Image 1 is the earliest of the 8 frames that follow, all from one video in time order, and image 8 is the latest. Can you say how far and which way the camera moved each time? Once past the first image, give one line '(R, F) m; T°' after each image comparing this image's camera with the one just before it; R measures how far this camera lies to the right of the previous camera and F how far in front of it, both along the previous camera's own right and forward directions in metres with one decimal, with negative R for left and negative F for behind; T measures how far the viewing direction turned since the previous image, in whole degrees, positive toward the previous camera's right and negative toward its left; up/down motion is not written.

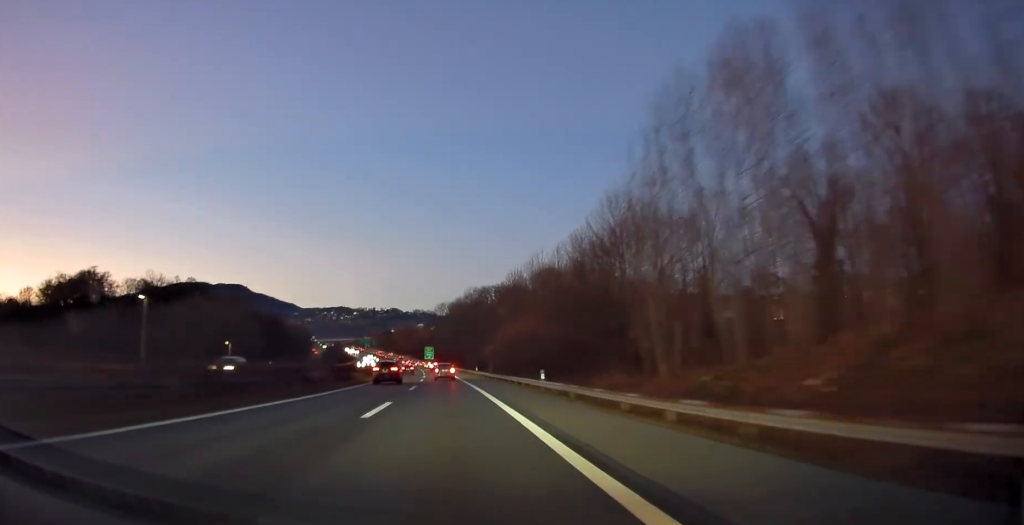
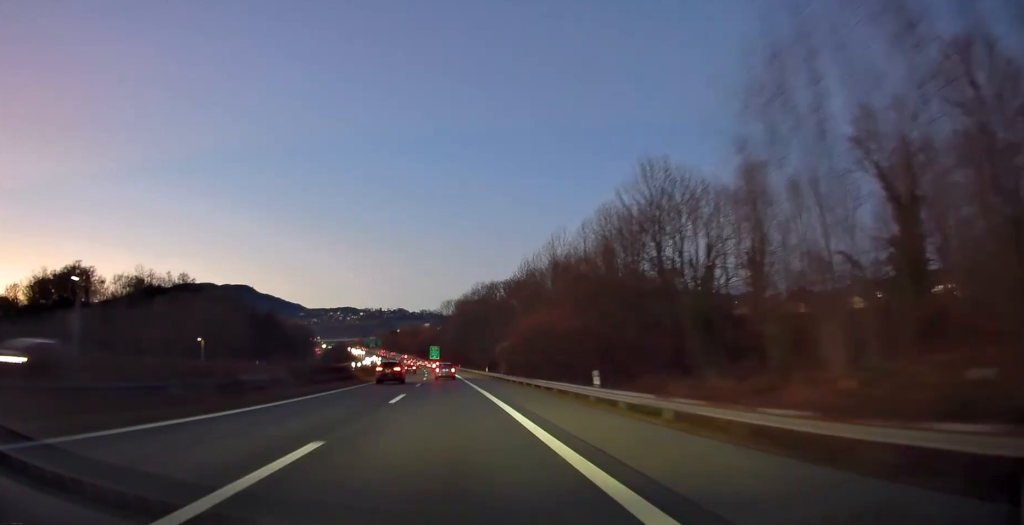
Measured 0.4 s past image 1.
(-0.2, +11.1) m; -1°
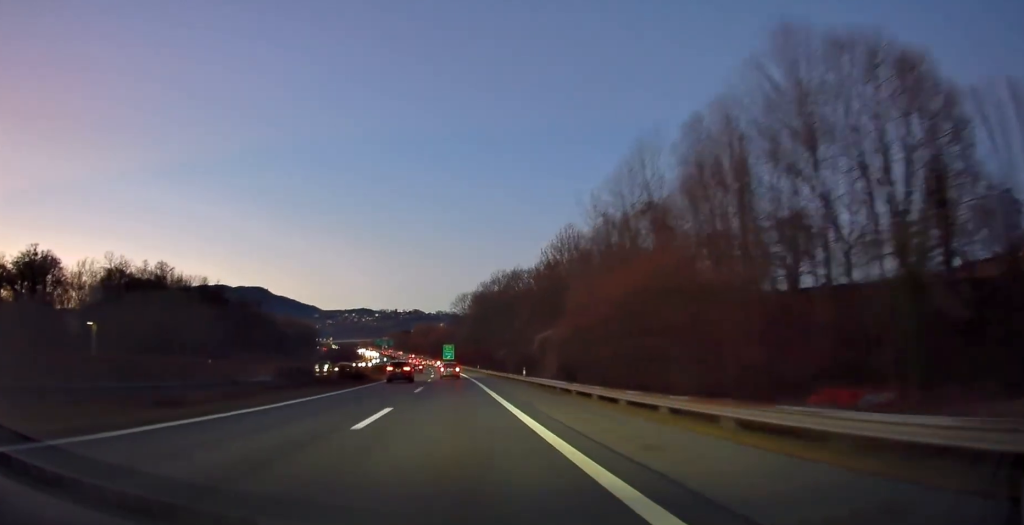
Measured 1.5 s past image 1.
(0.0, +26.8) m; 0°
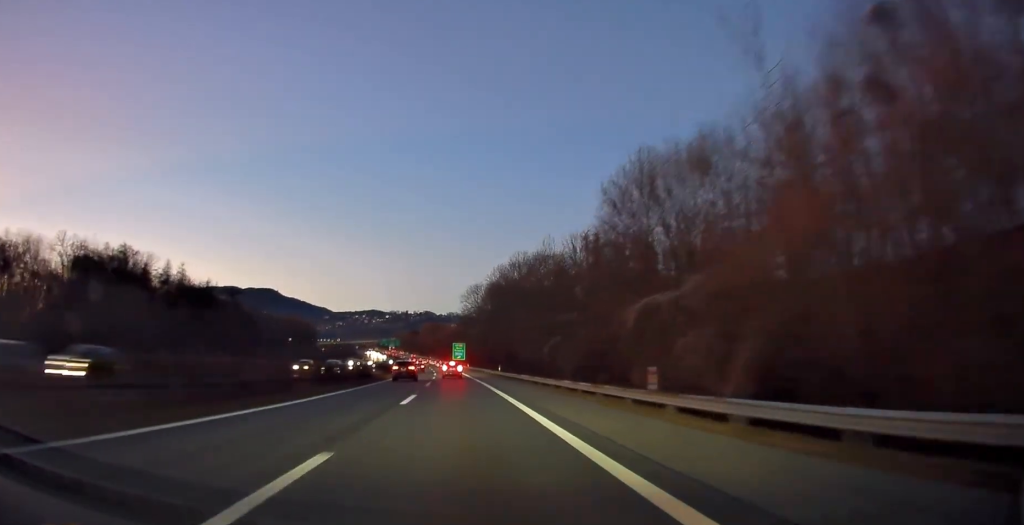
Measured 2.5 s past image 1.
(-0.1, +28.0) m; -1°
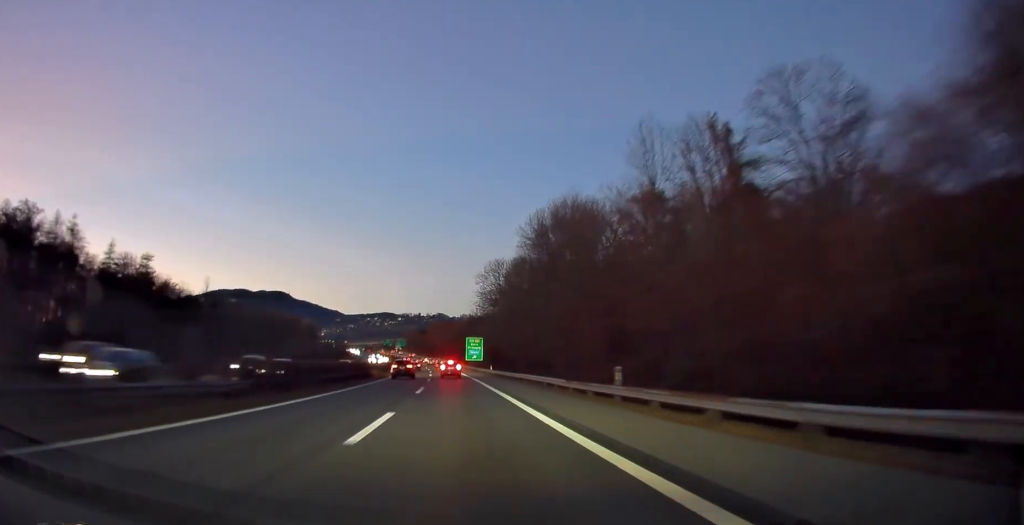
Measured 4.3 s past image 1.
(-0.7, +46.9) m; +1°
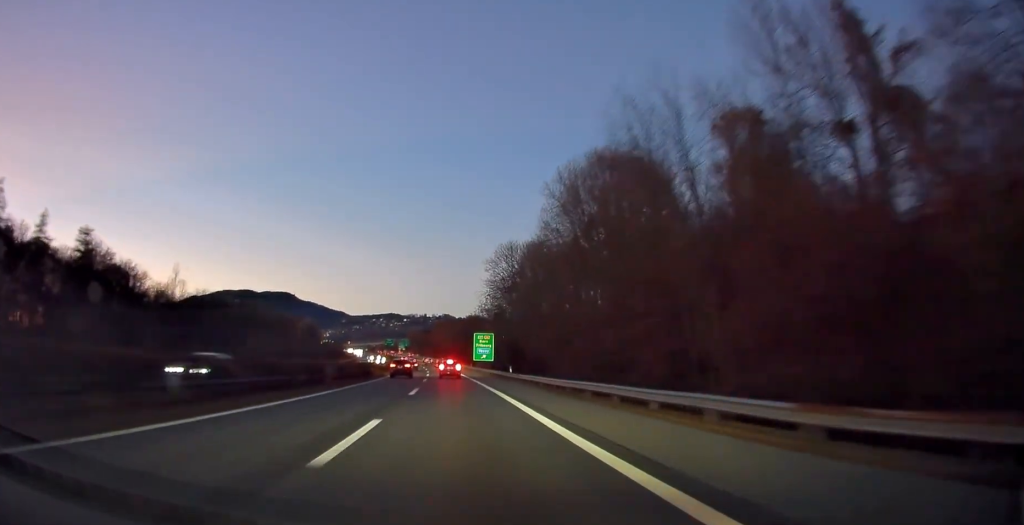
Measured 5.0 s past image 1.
(+0.4, +19.9) m; 0°
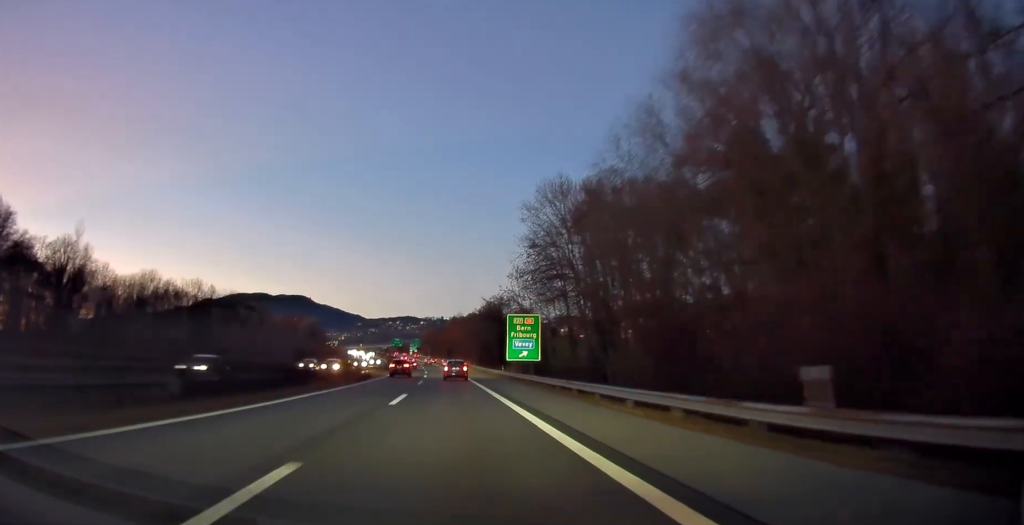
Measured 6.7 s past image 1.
(-0.6, +44.3) m; -2°
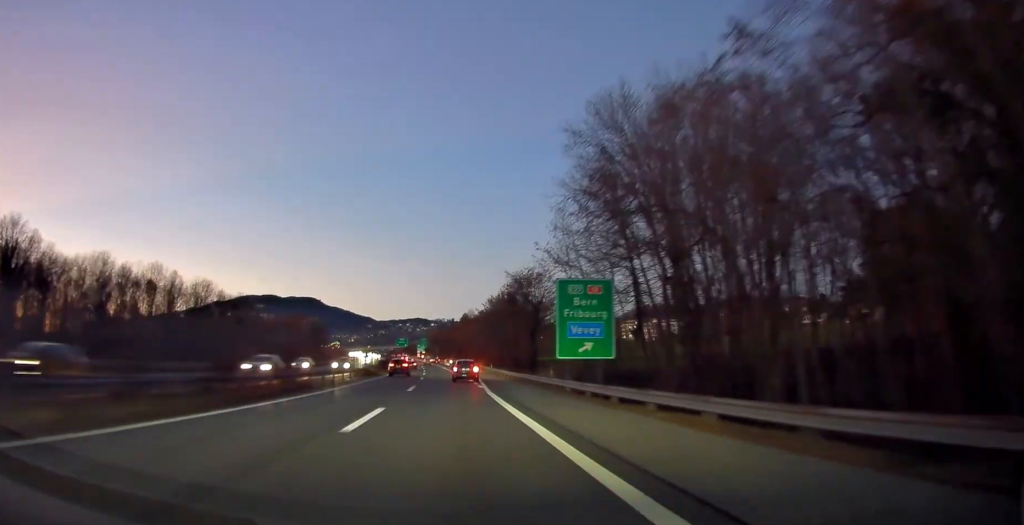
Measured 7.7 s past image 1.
(-0.2, +26.7) m; -2°
